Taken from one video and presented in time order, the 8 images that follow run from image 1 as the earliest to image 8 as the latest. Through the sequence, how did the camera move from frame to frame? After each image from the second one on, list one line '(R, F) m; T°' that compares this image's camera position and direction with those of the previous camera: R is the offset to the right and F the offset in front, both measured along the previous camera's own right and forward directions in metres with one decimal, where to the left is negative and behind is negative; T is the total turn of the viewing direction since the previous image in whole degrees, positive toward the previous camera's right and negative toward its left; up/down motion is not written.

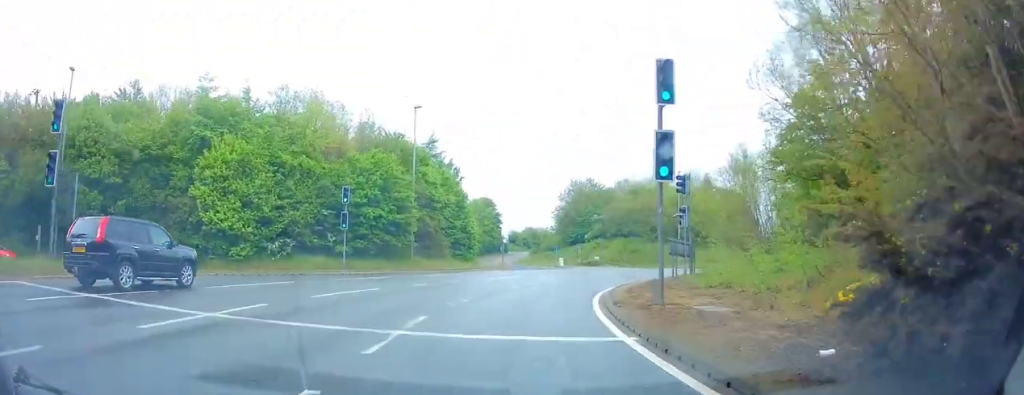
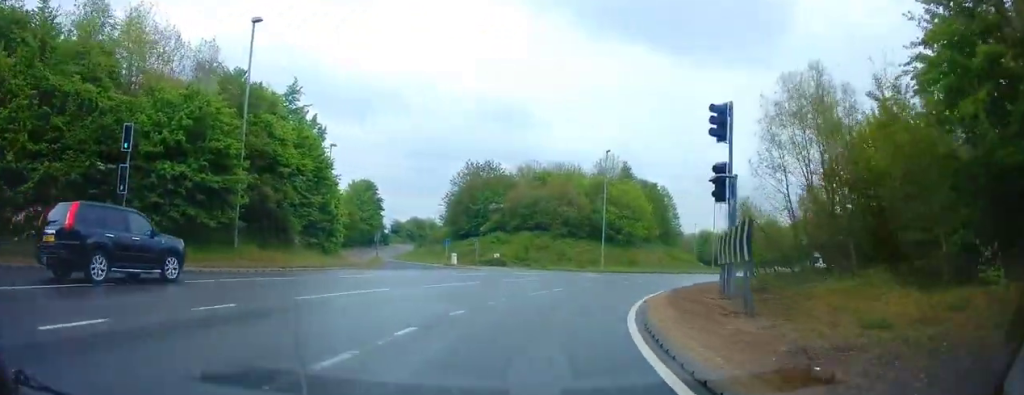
(+0.2, +15.4) m; +6°
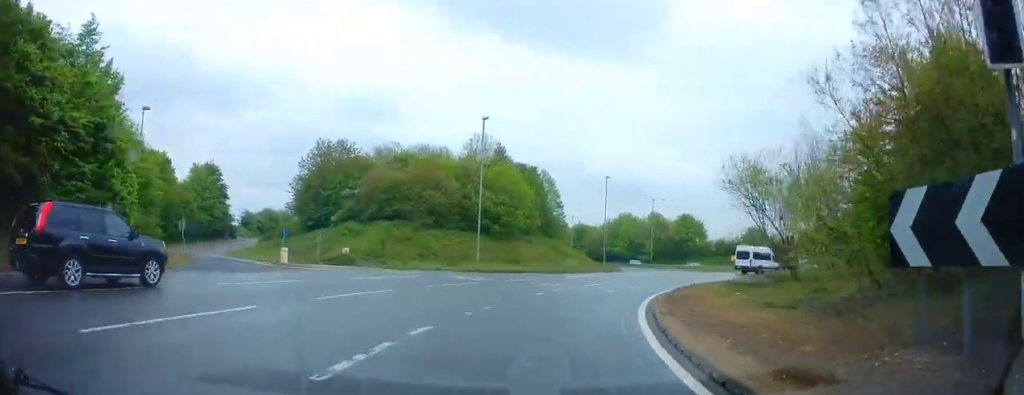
(+0.7, +12.6) m; +14°
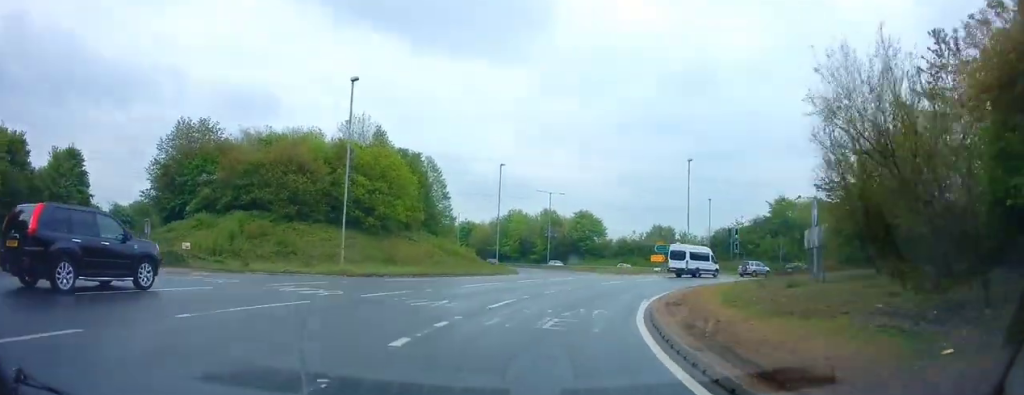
(+2.0, +10.3) m; +14°
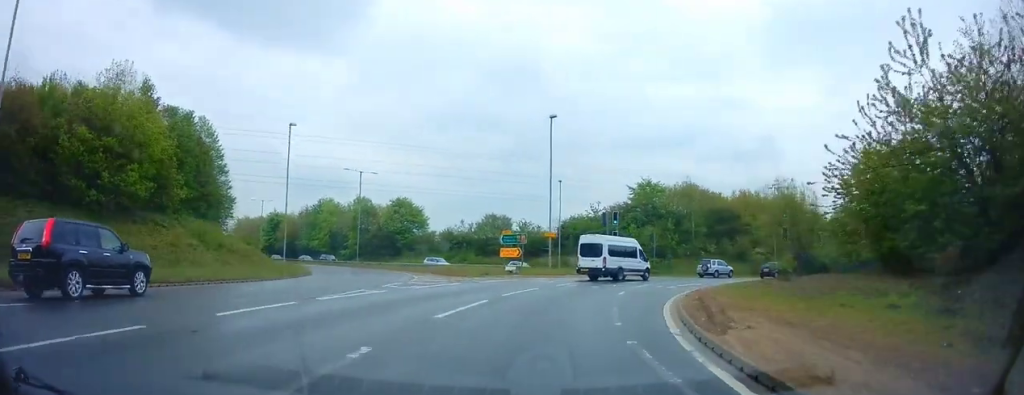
(+3.4, +18.4) m; +21°
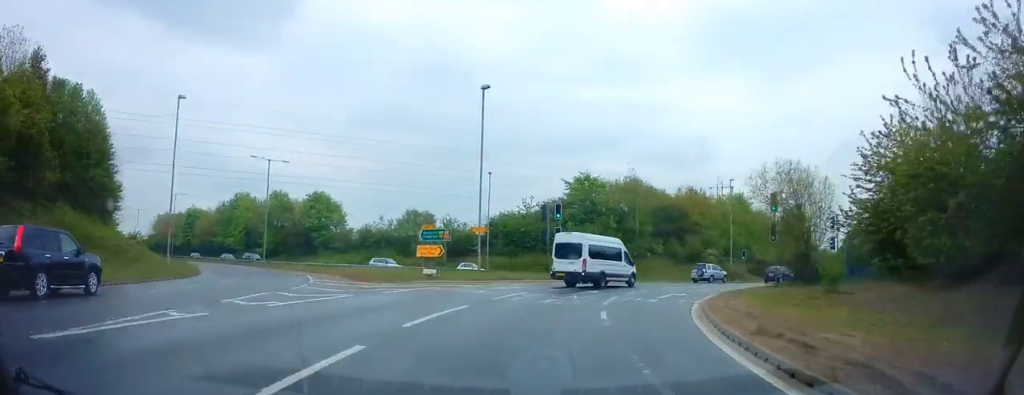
(+0.4, +7.5) m; +8°
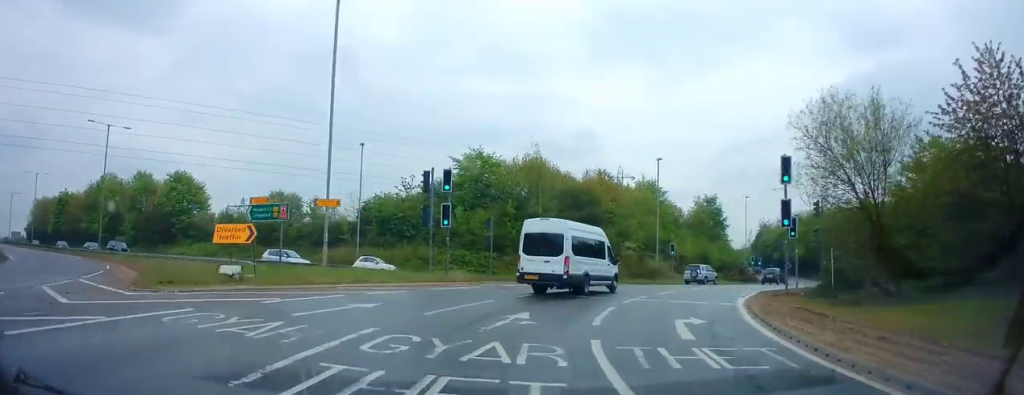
(+1.0, +12.3) m; +10°
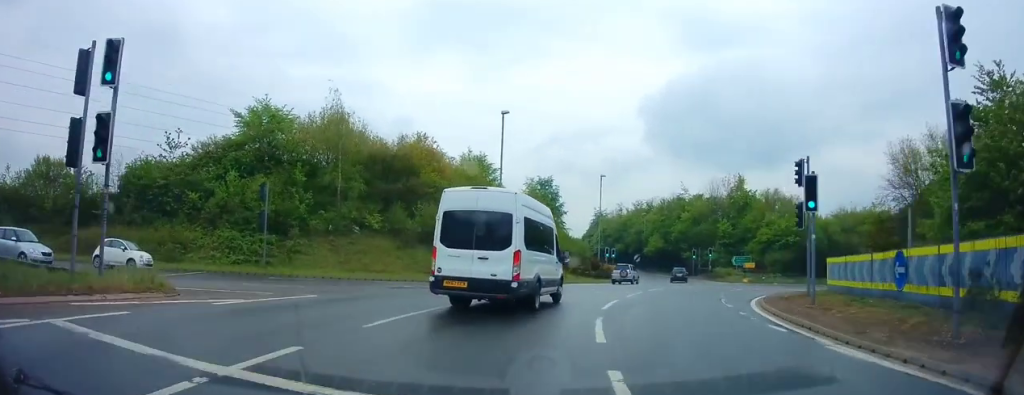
(+2.0, +15.7) m; +16°
